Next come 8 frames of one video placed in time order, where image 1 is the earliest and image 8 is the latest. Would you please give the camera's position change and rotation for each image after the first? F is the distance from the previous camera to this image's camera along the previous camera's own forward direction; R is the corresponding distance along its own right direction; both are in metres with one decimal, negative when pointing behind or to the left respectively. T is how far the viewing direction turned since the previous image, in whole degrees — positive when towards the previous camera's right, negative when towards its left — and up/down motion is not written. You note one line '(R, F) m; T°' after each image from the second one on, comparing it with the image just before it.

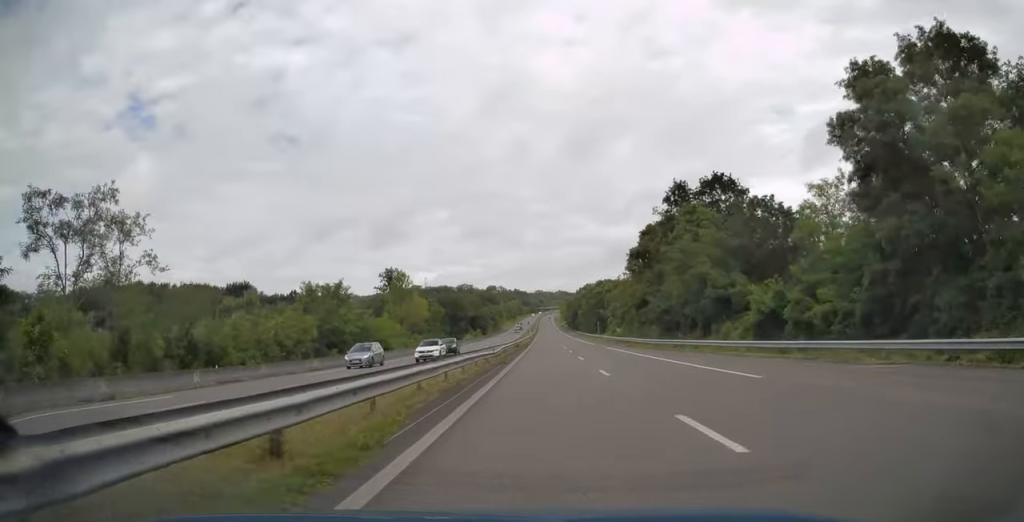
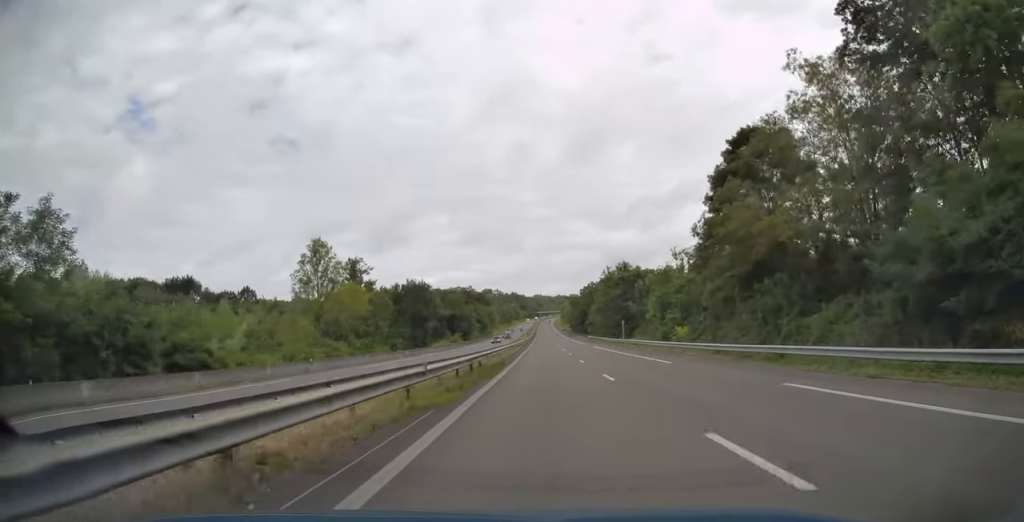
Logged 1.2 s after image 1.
(+0.1, +41.3) m; 0°
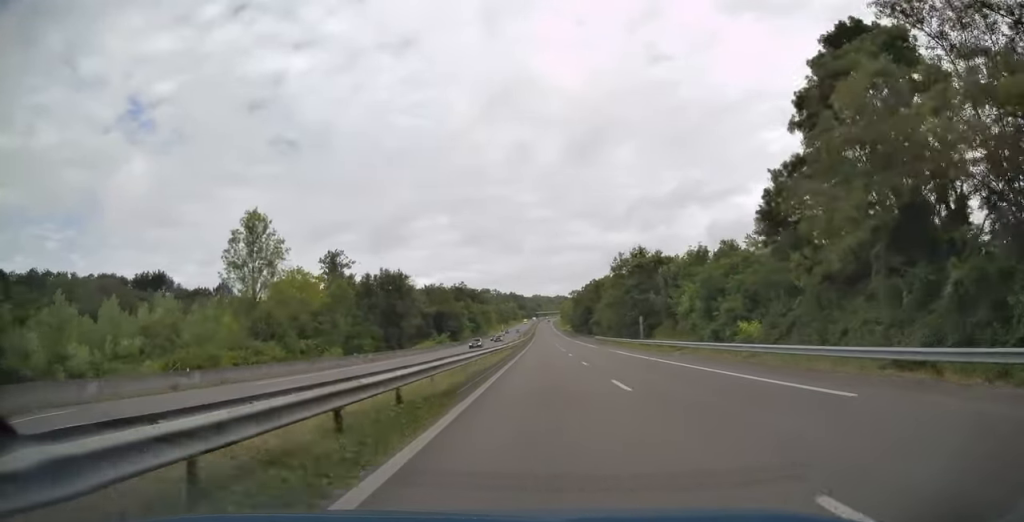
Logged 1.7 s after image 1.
(0.0, +16.6) m; 0°
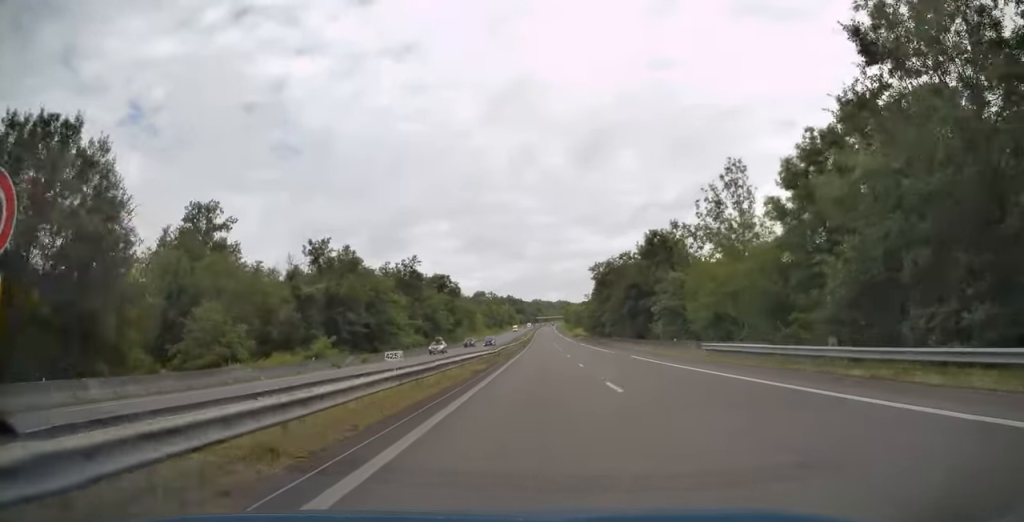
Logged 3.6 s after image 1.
(0.0, +65.4) m; 0°
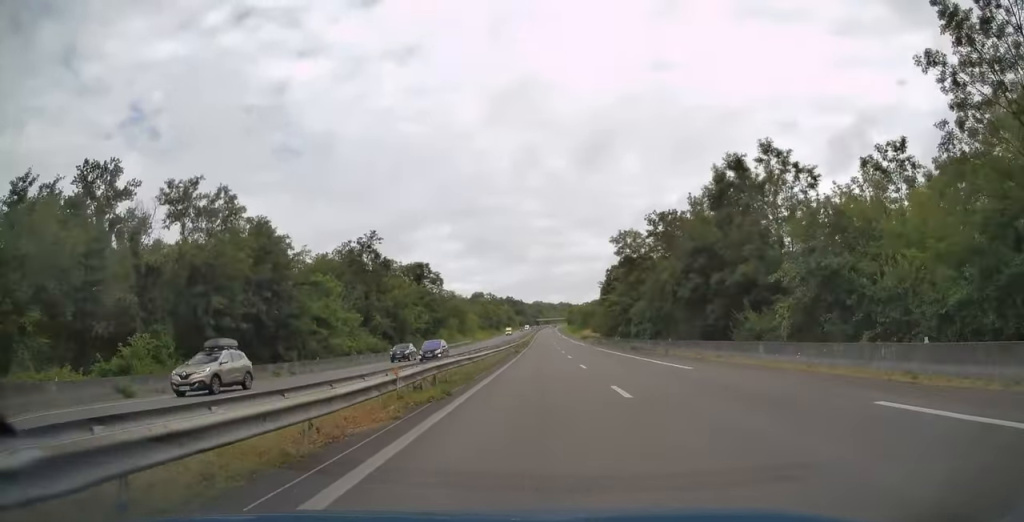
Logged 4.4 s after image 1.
(-0.1, +27.2) m; 0°
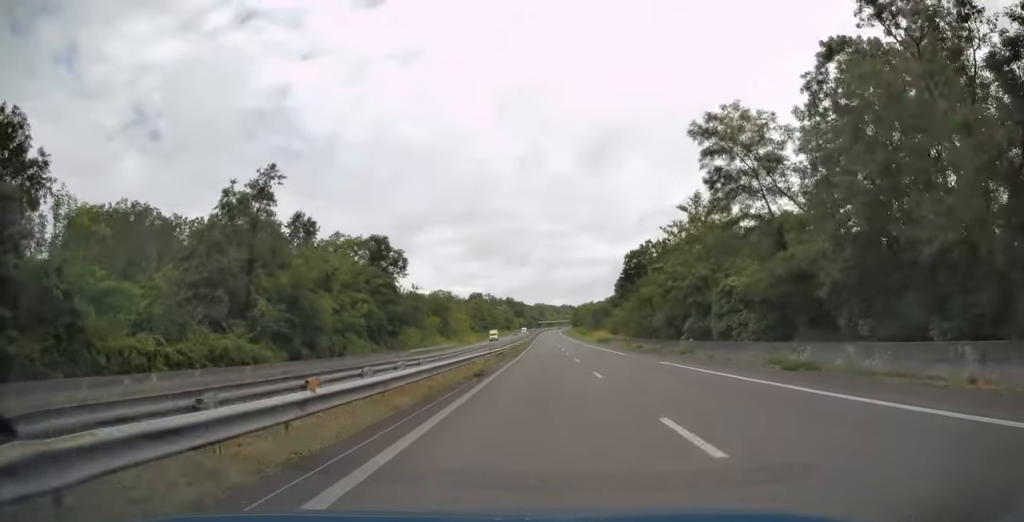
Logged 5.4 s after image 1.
(0.0, +32.9) m; 0°
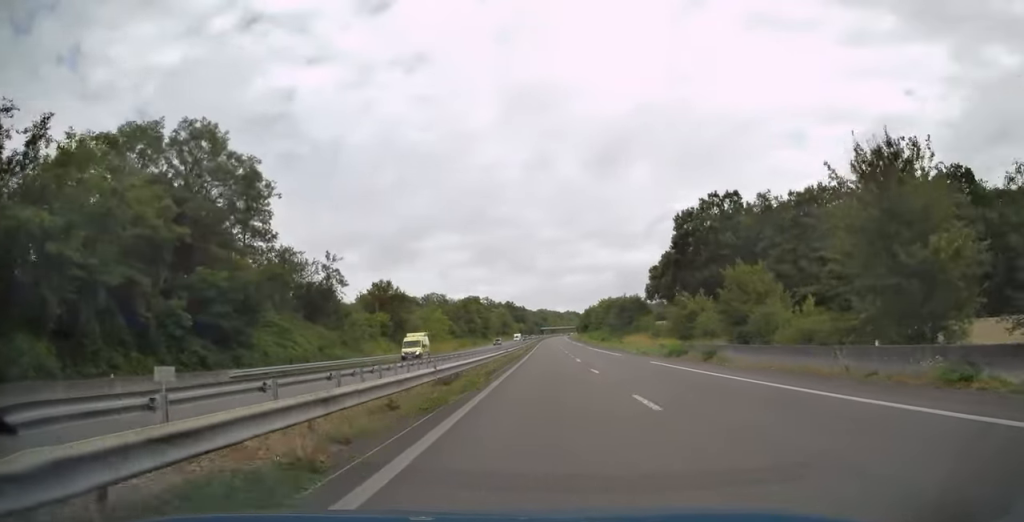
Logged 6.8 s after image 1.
(-0.1, +47.6) m; 0°
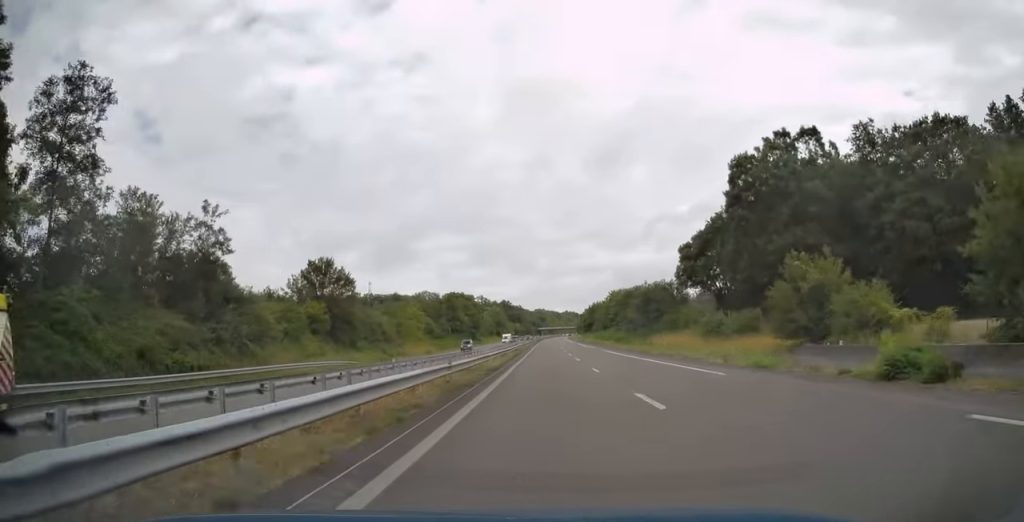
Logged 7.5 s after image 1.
(0.0, +26.0) m; 0°
